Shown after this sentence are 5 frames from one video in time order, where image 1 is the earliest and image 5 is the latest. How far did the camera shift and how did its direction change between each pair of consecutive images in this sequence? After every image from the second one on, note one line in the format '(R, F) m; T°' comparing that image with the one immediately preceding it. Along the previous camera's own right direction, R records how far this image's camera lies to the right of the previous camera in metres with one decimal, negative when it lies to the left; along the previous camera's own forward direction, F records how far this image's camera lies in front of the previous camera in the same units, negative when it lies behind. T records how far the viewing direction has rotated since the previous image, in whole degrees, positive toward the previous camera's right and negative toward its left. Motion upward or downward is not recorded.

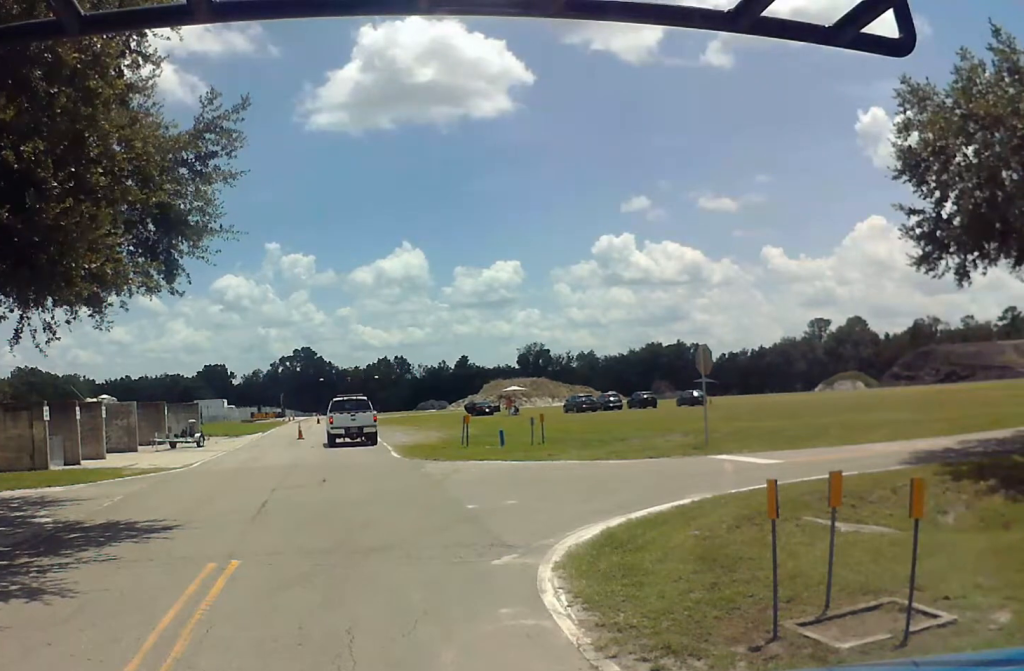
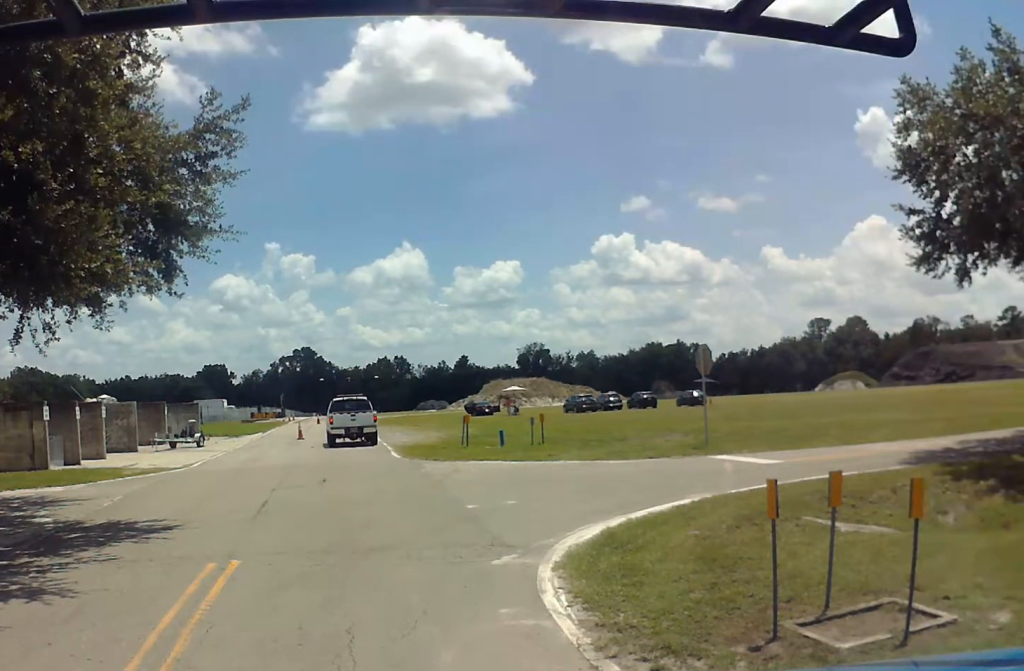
(0.0, 0.0) m; 0°
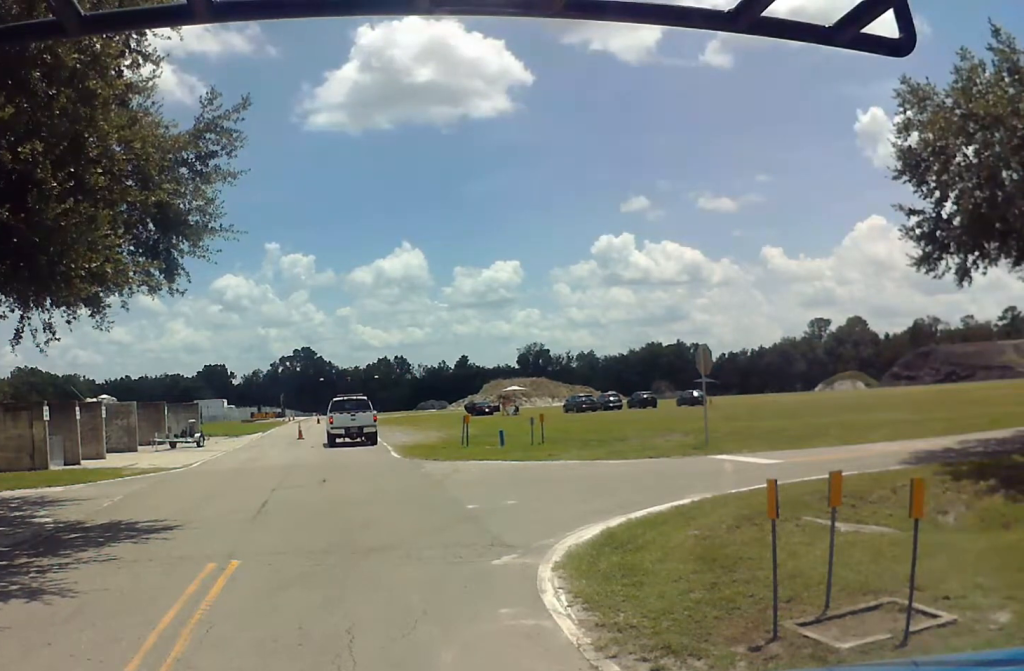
(0.0, 0.0) m; 0°
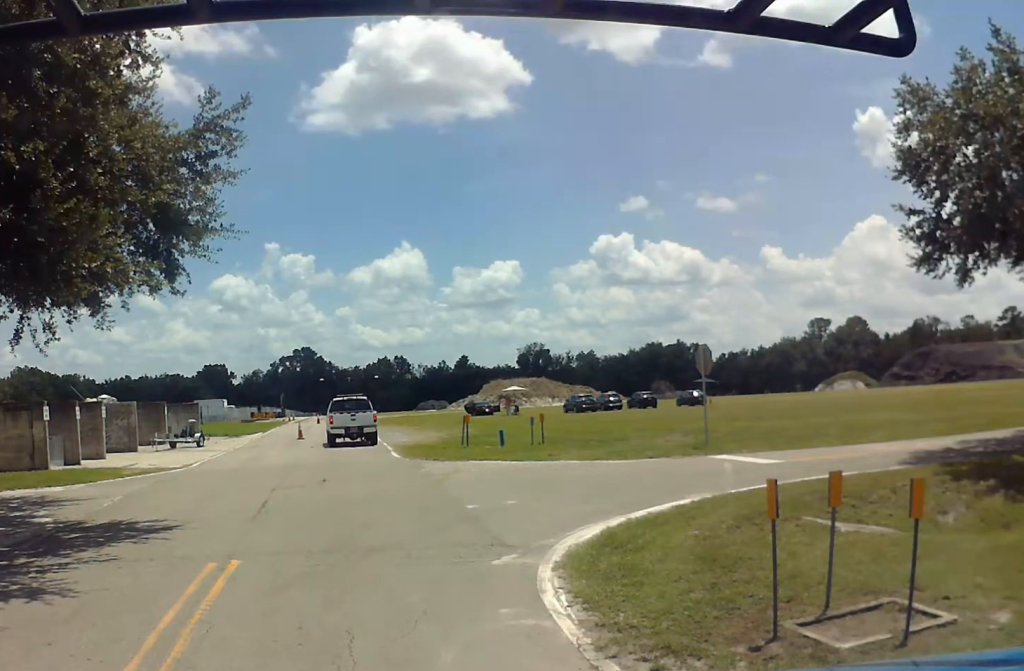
(0.0, 0.0) m; 0°
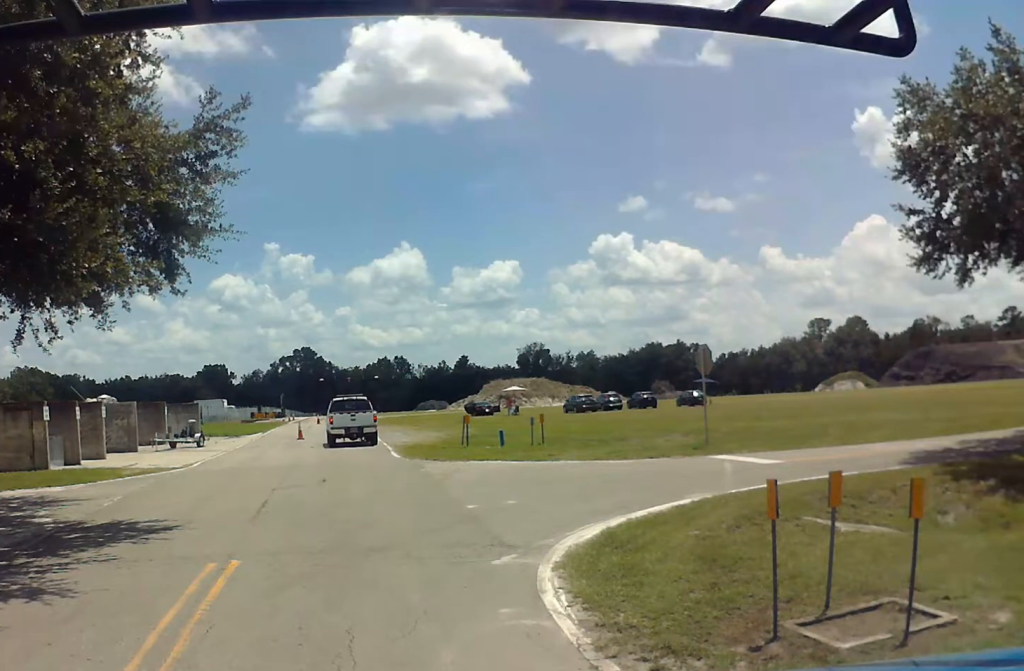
(0.0, 0.0) m; 0°
